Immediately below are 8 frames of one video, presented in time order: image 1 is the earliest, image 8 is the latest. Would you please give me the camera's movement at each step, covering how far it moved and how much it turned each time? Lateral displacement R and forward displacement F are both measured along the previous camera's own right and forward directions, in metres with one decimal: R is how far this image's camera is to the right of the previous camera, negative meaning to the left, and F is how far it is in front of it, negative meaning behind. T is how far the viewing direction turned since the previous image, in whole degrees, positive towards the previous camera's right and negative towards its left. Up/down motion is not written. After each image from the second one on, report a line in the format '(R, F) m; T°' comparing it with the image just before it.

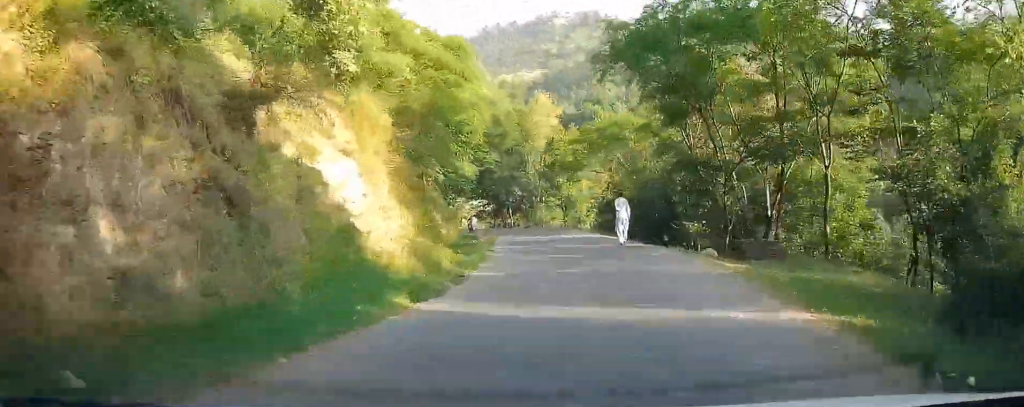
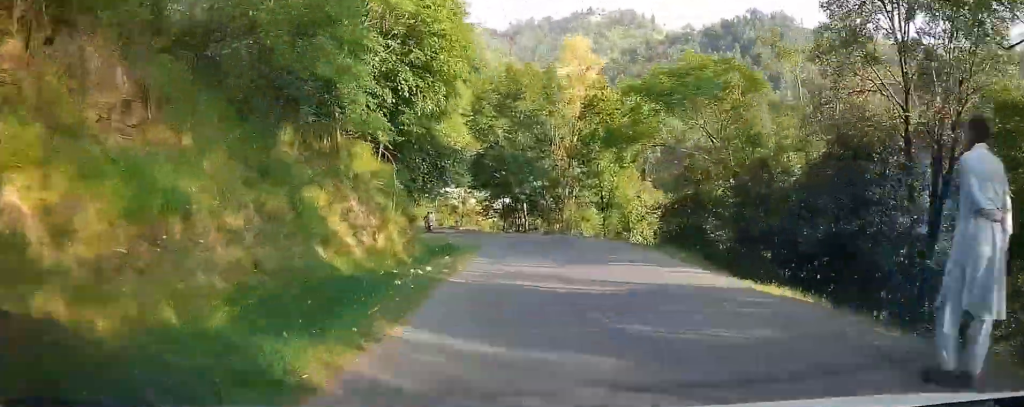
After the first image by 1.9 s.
(+1.0, +19.2) m; 0°
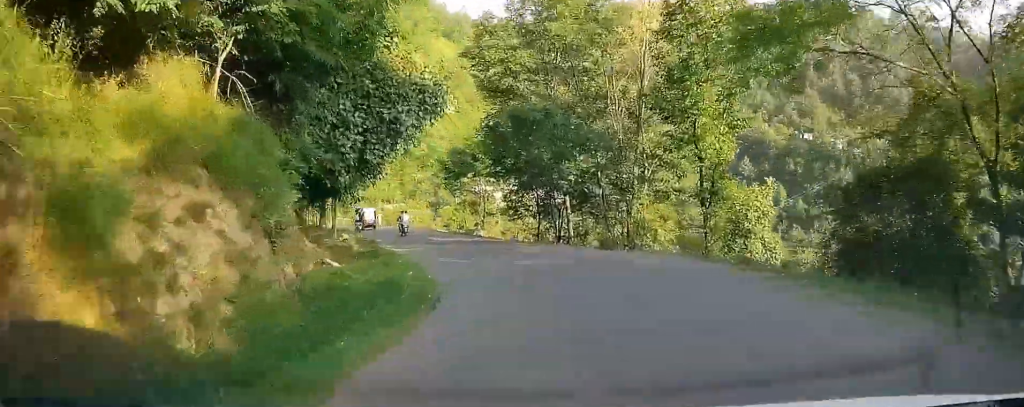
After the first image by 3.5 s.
(-0.2, +15.0) m; -3°
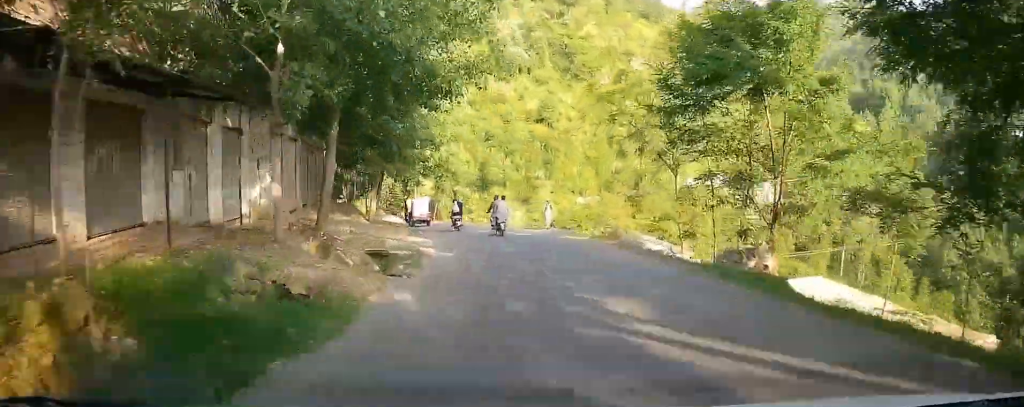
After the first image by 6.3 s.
(-0.6, +26.3) m; -5°
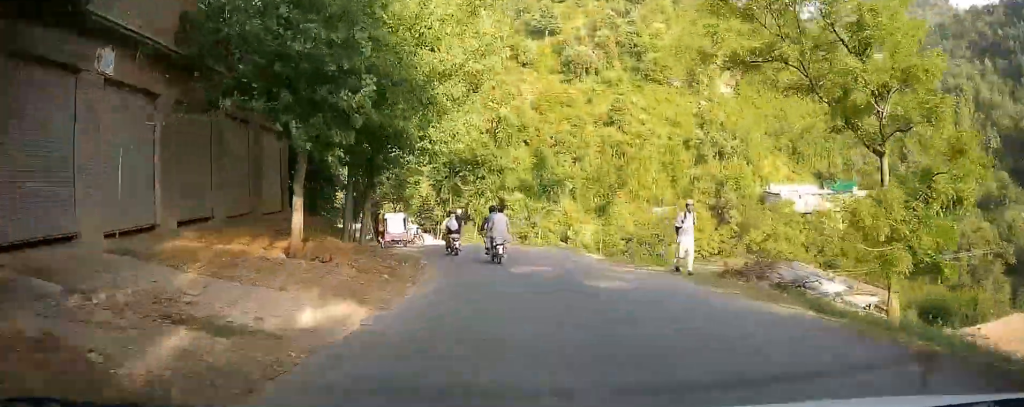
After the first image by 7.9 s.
(-1.2, +12.9) m; -11°
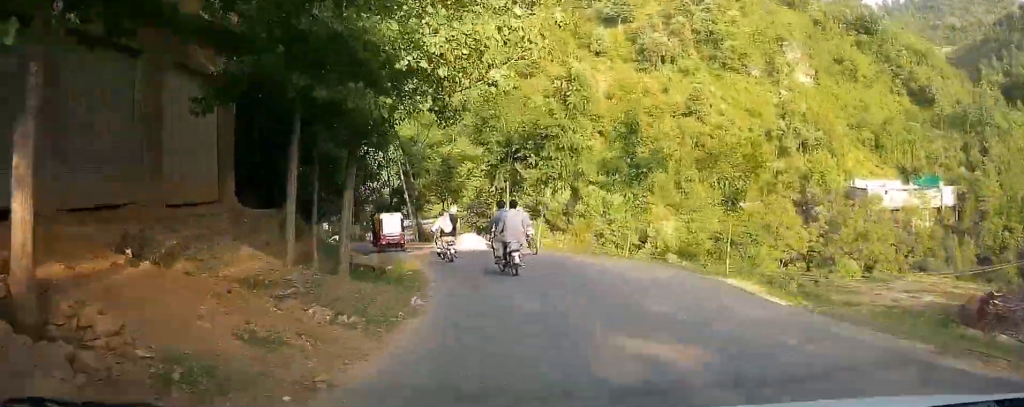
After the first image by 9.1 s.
(-1.0, +9.3) m; -10°
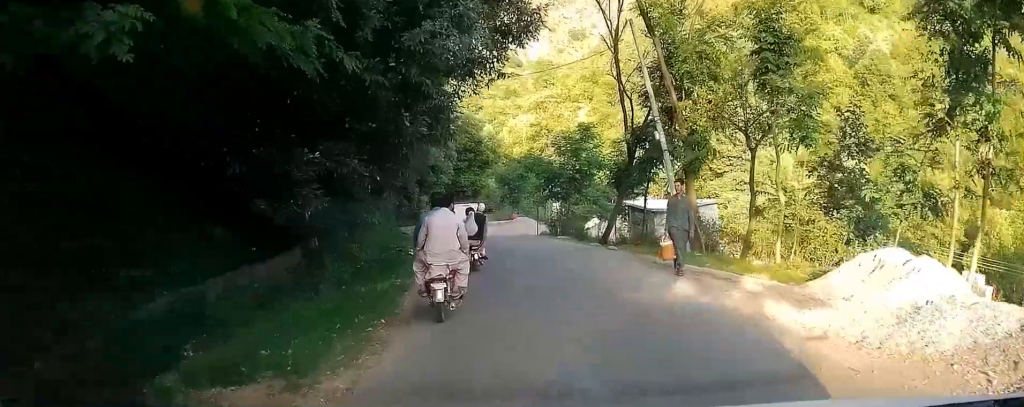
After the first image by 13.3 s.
(-5.0, +25.7) m; -23°
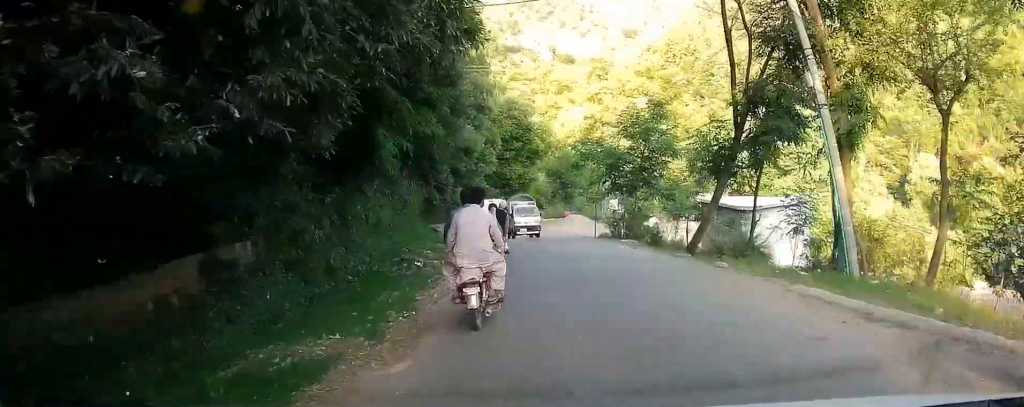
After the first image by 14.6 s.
(-0.7, +7.2) m; -5°
